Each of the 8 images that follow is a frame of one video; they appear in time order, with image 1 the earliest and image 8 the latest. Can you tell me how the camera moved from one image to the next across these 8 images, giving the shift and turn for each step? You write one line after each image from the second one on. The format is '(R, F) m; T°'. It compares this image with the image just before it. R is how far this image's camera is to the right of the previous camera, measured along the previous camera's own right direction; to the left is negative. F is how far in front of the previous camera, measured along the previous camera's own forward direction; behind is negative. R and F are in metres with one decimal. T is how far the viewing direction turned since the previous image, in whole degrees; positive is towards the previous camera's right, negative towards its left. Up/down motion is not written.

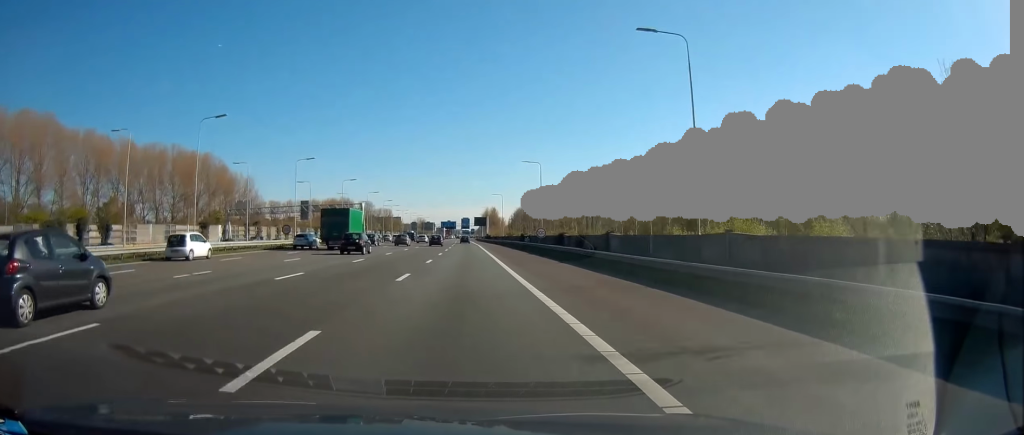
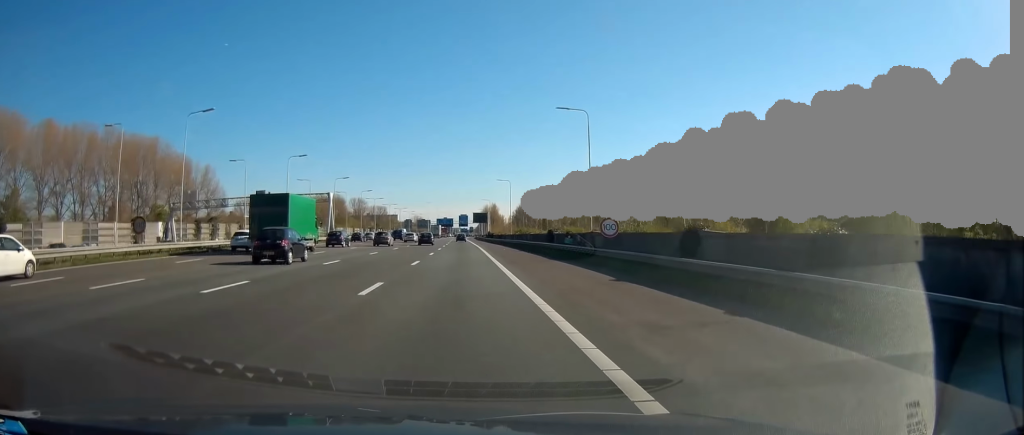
(-0.1, +29.6) m; 0°
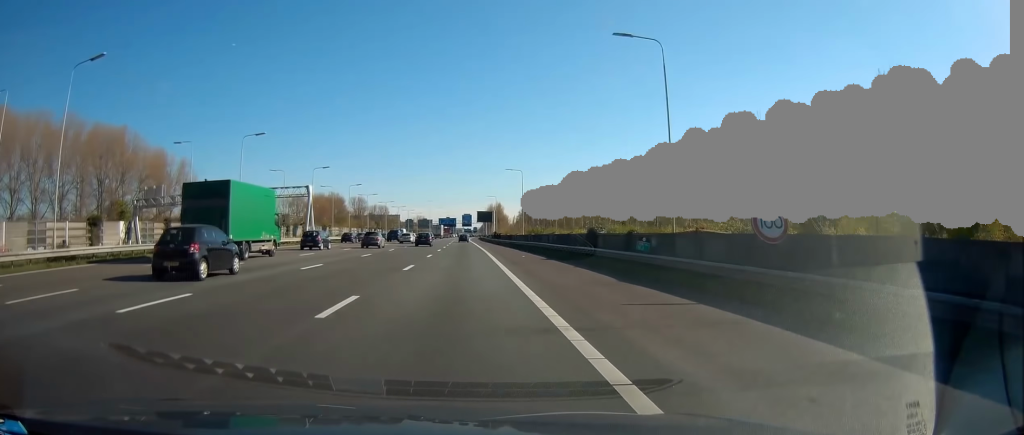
(-0.1, +16.0) m; 0°
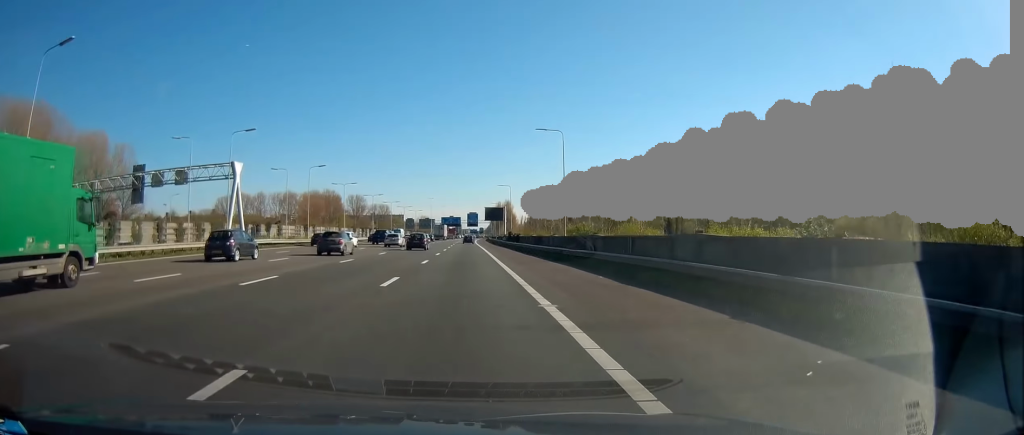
(0.0, +31.1) m; 0°
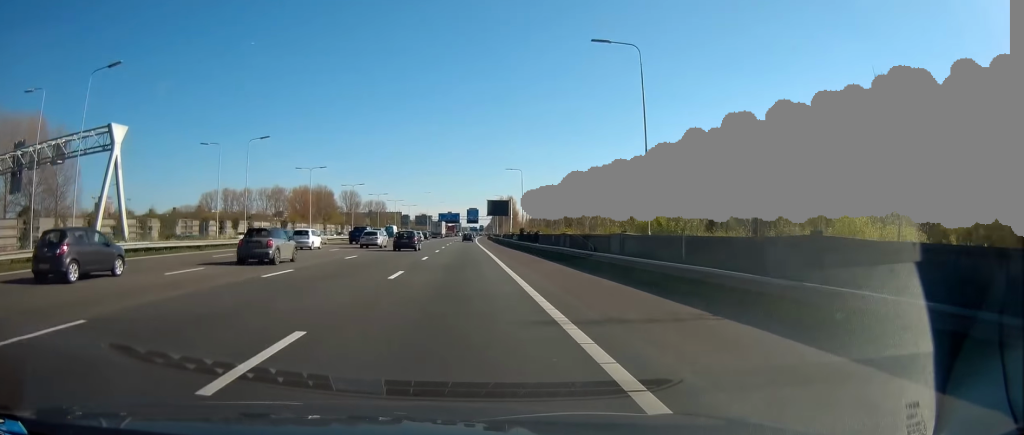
(0.0, +22.7) m; 0°
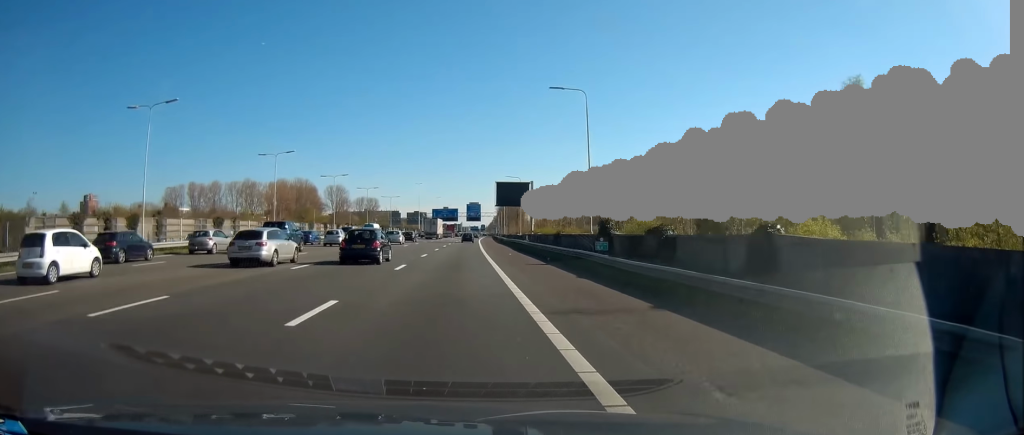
(-0.1, +45.2) m; 0°
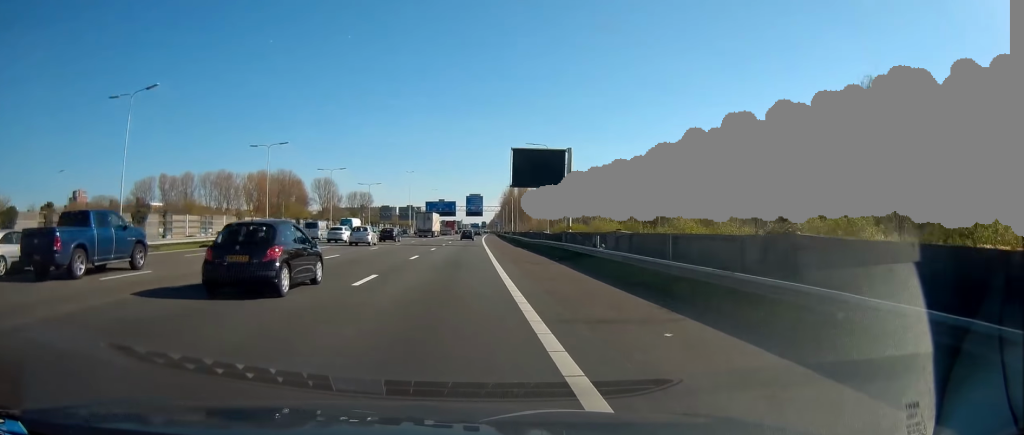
(+0.1, +31.7) m; 0°
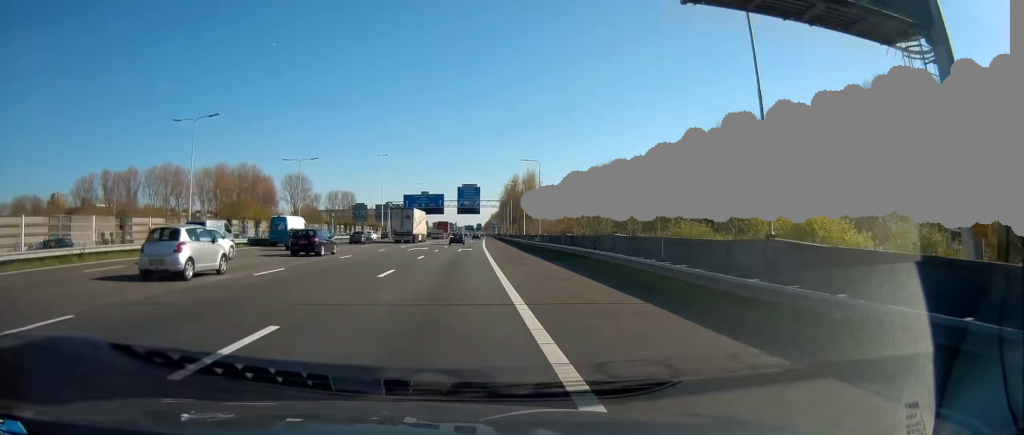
(+0.1, +44.7) m; 0°
